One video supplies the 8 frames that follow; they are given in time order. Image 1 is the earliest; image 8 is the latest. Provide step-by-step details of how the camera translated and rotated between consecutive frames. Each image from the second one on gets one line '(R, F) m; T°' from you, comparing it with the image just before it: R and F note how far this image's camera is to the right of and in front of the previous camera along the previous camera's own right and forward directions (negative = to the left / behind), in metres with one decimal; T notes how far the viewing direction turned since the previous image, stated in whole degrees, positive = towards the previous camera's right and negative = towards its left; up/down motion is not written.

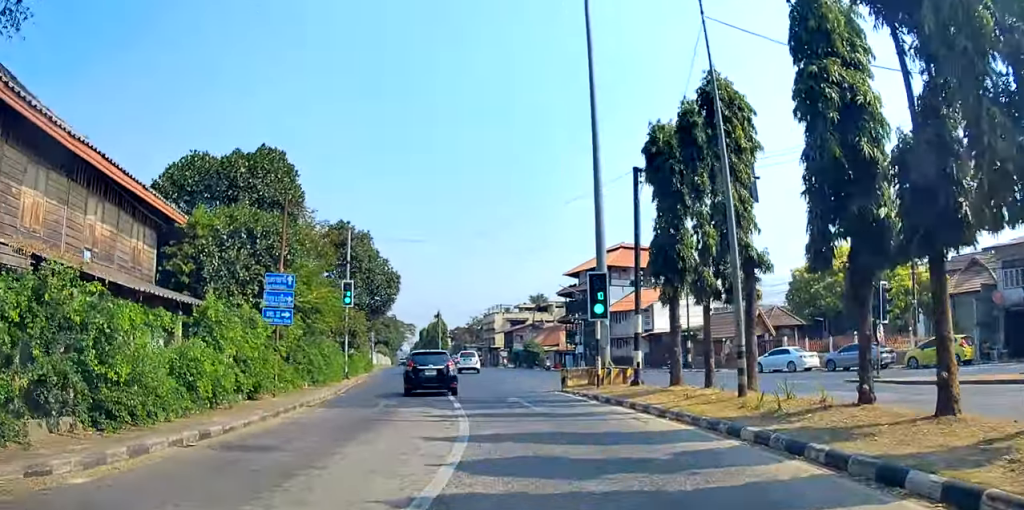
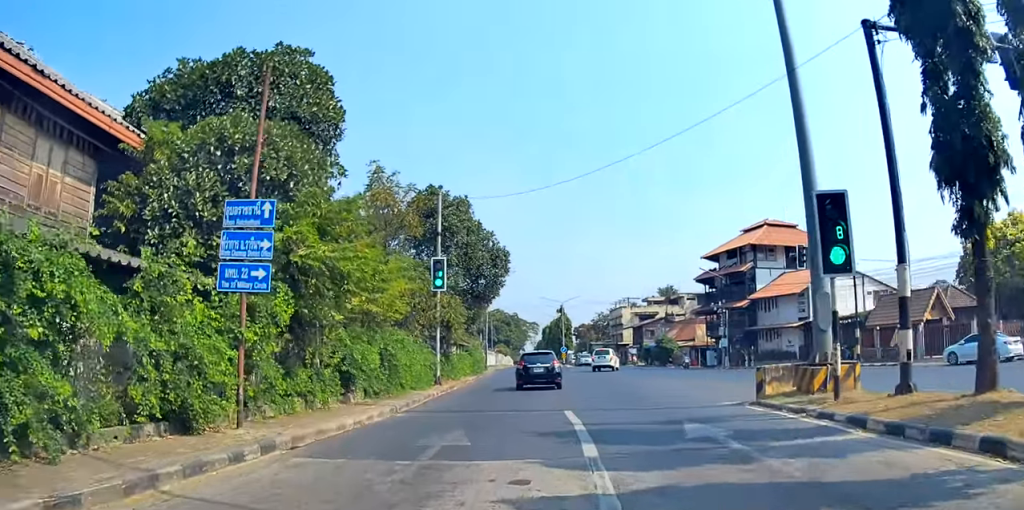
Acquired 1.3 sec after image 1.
(-0.8, +7.9) m; -9°
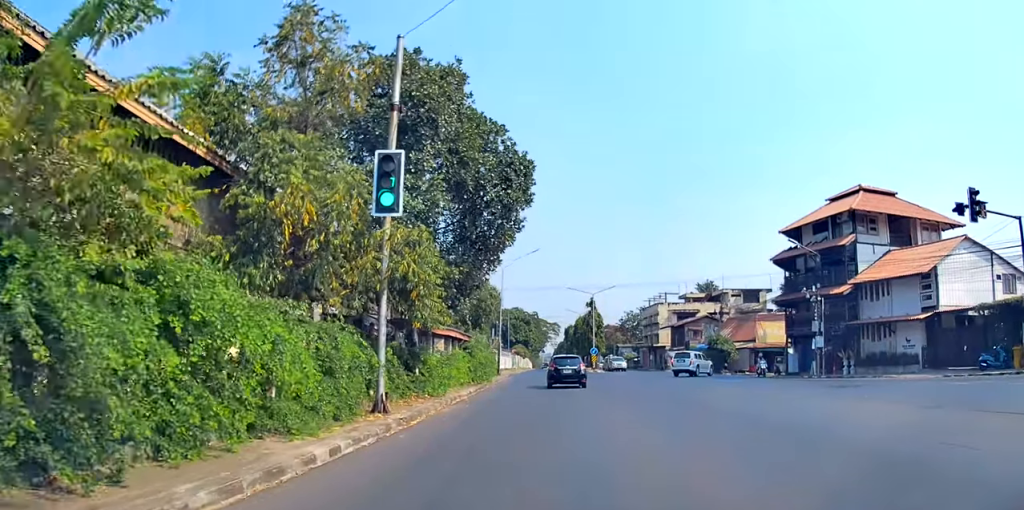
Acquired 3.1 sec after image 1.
(+0.8, +13.1) m; +7°
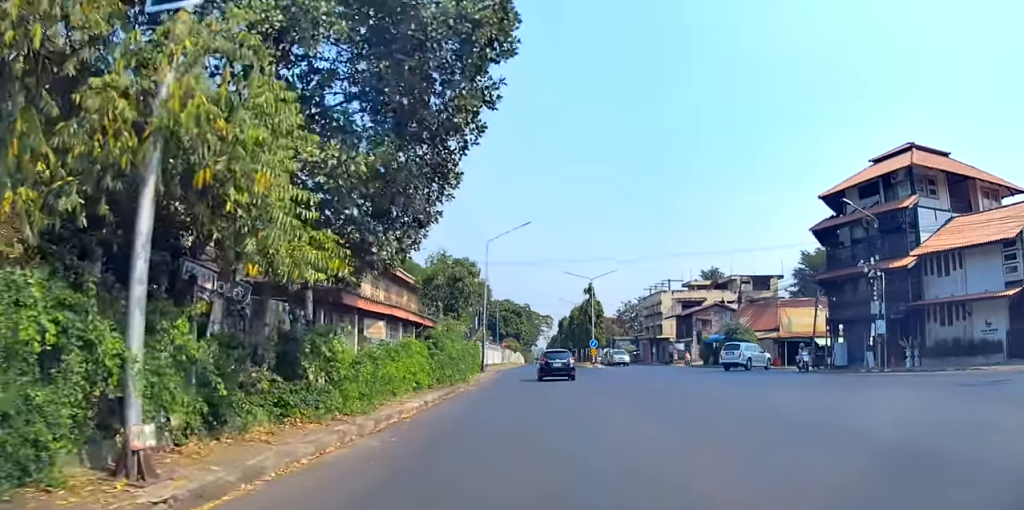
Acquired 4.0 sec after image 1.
(-0.3, +8.4) m; -4°
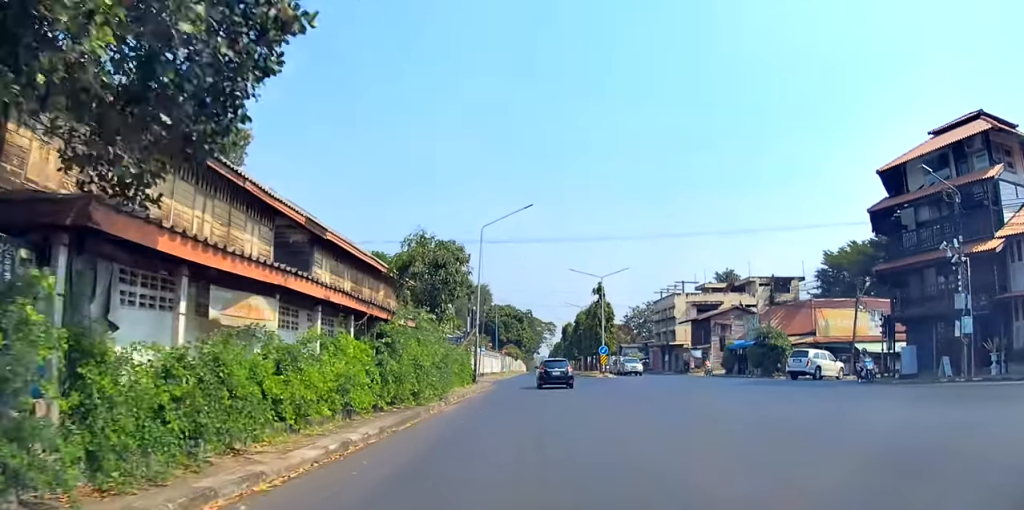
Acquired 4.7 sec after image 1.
(-0.1, +7.1) m; -2°
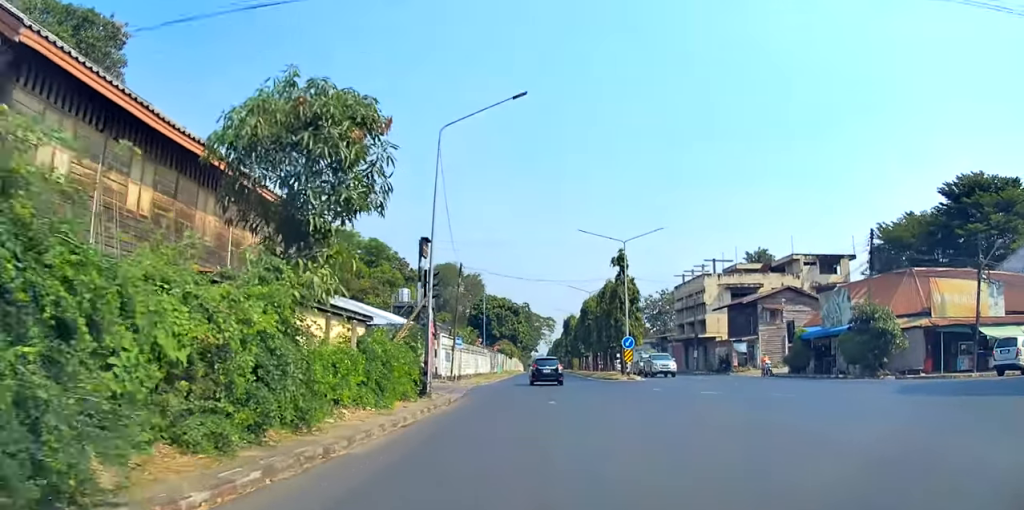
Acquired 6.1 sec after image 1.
(-0.3, +15.0) m; -1°
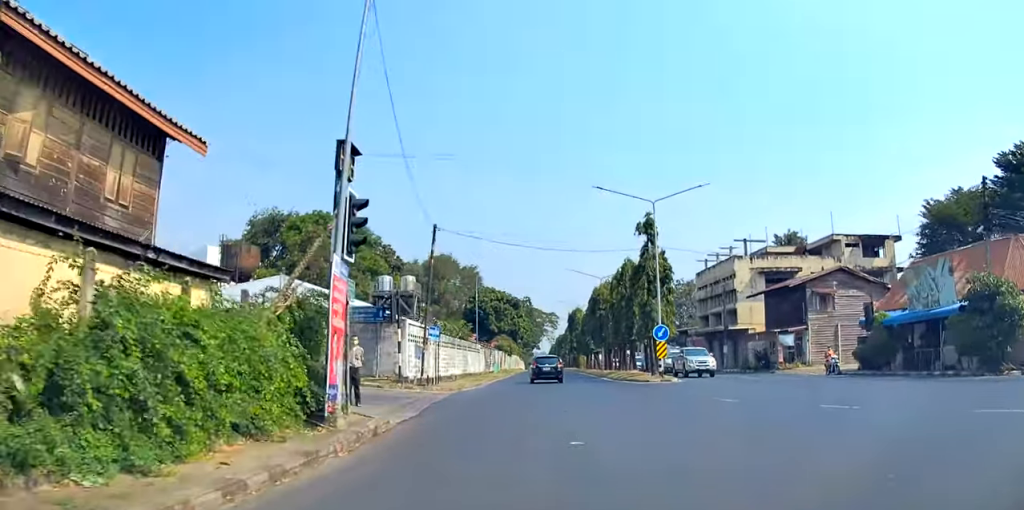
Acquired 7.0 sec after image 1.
(+0.1, +10.0) m; +1°
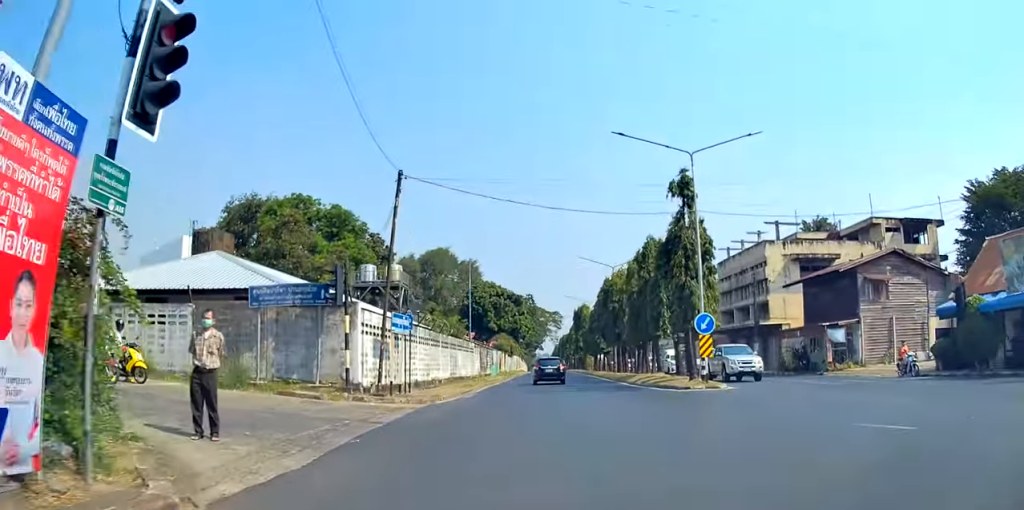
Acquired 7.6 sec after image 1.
(0.0, +7.6) m; 0°
